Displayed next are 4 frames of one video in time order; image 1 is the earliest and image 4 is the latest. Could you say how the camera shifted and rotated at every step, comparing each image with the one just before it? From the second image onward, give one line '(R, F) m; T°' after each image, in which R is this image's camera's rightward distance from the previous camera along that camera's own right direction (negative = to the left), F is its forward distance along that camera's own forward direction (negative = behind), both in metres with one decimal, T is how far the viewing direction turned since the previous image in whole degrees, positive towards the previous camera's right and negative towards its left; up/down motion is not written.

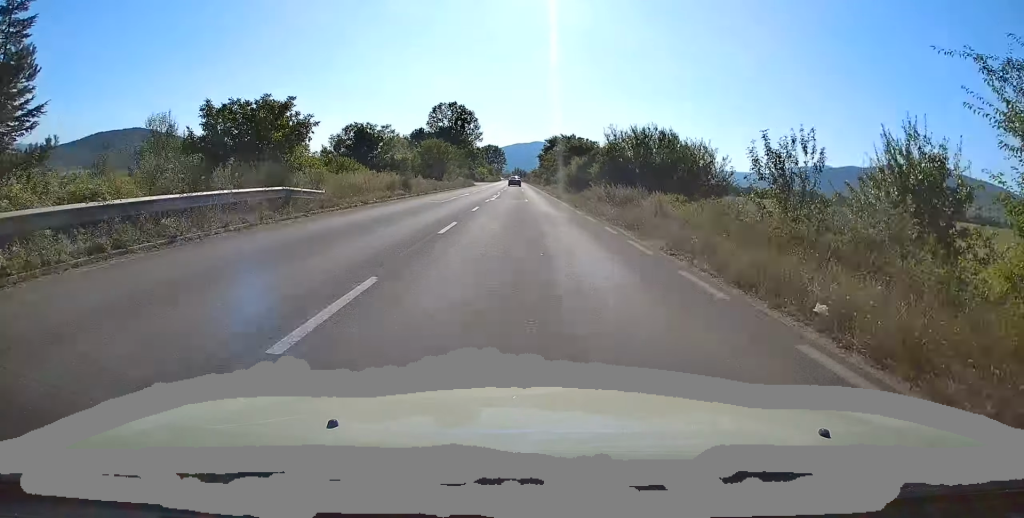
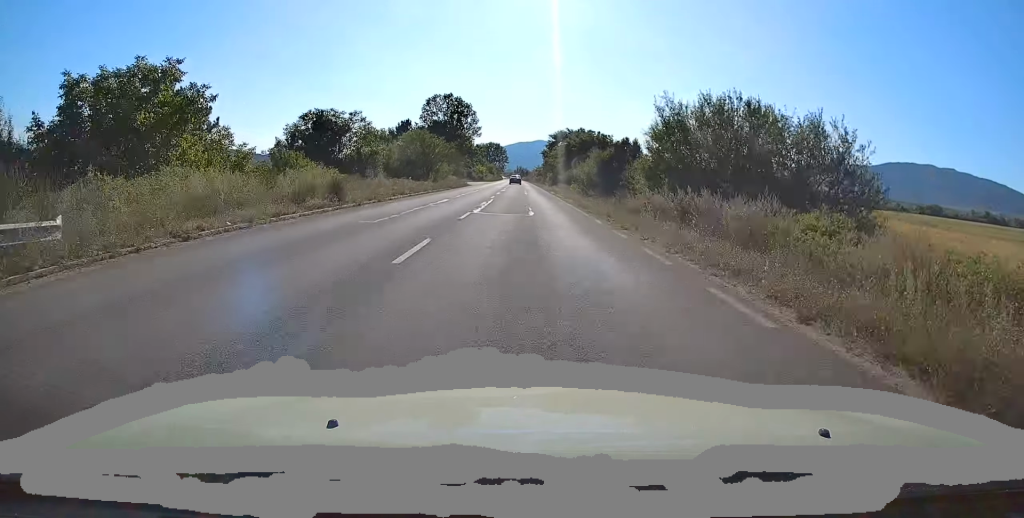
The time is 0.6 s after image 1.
(+0.2, +13.6) m; 0°
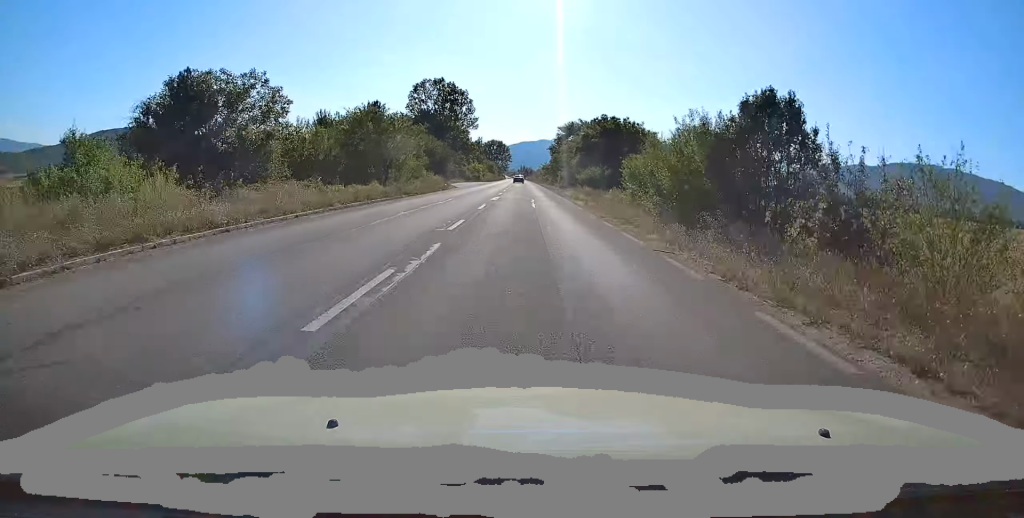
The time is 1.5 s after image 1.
(0.0, +21.6) m; 0°
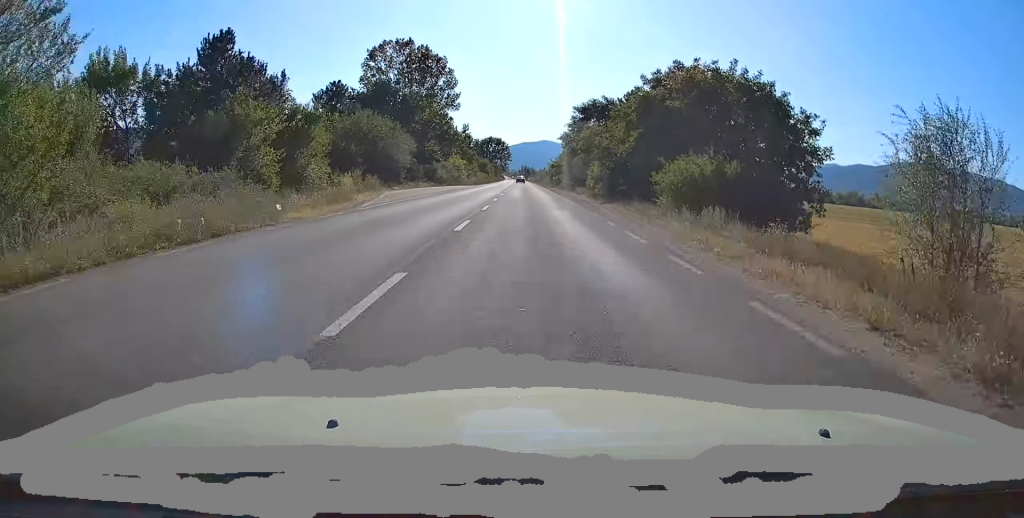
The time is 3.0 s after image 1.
(-0.4, +36.1) m; -1°
